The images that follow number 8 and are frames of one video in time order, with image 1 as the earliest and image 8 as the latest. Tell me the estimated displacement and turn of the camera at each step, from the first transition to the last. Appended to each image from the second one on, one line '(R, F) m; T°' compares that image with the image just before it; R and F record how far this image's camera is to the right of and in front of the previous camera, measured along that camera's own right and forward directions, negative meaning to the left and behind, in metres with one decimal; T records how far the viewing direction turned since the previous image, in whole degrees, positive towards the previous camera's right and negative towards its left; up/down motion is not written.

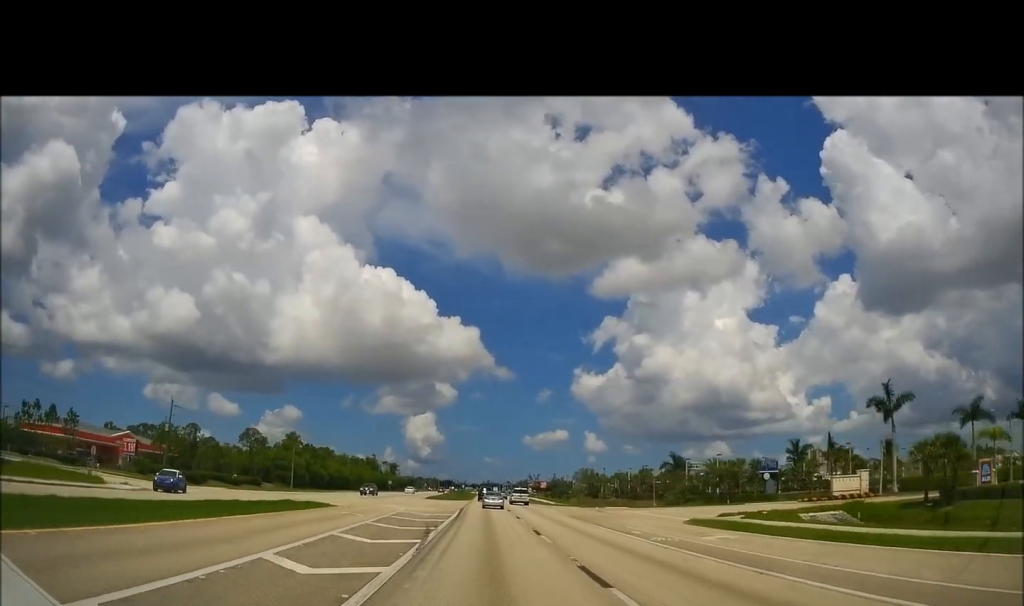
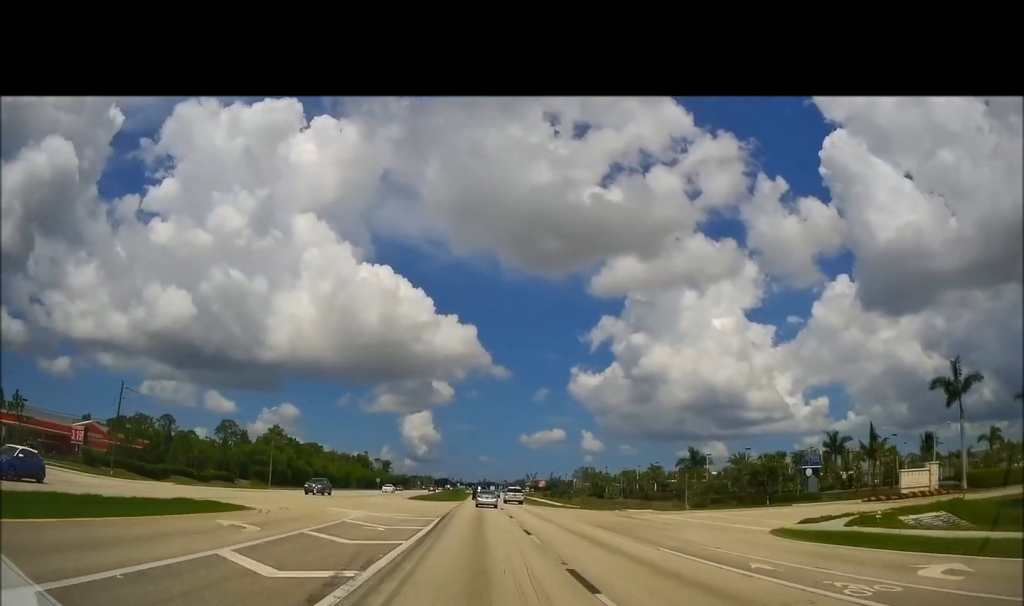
(+0.1, +12.8) m; +1°
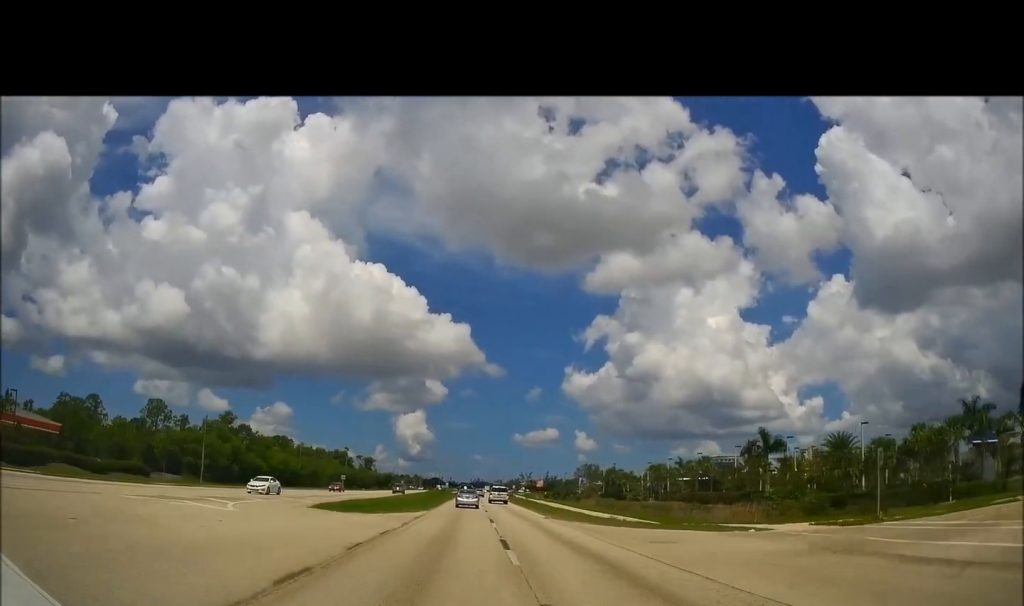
(+0.5, +30.5) m; +1°
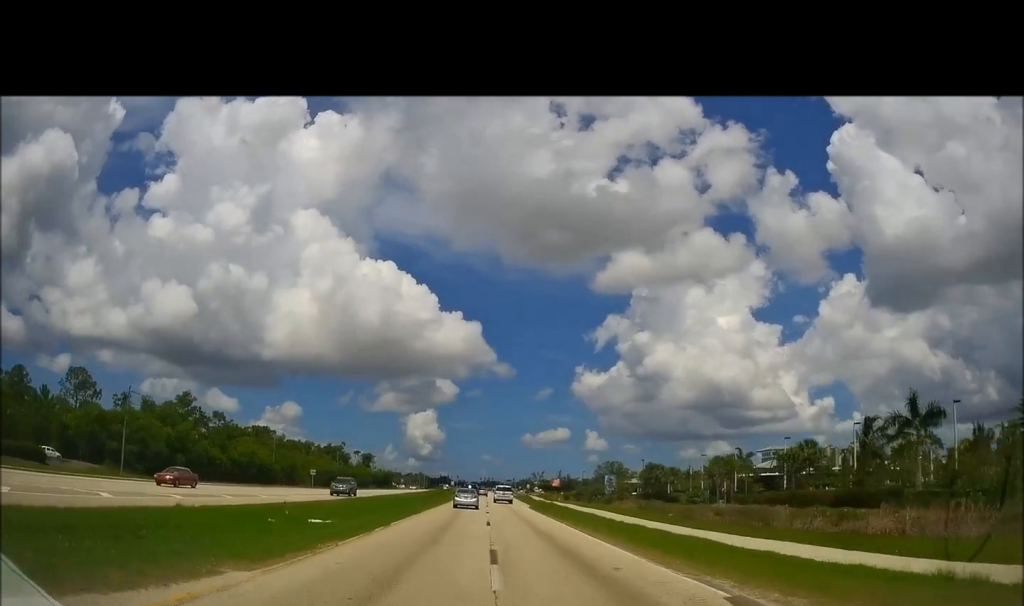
(0.0, +27.8) m; +1°
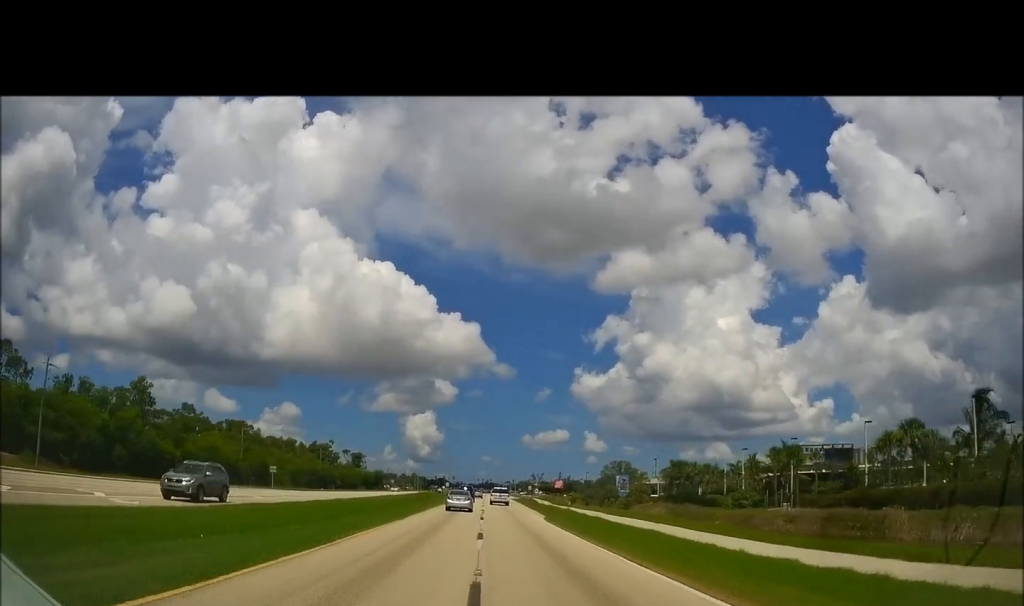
(+0.1, +17.6) m; +1°
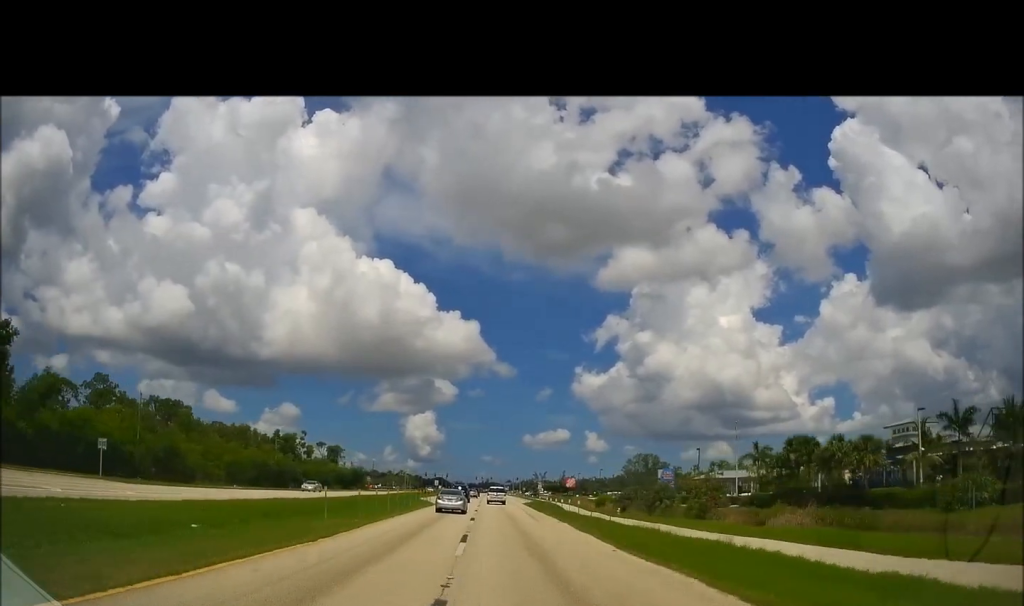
(-0.1, +38.7) m; -1°
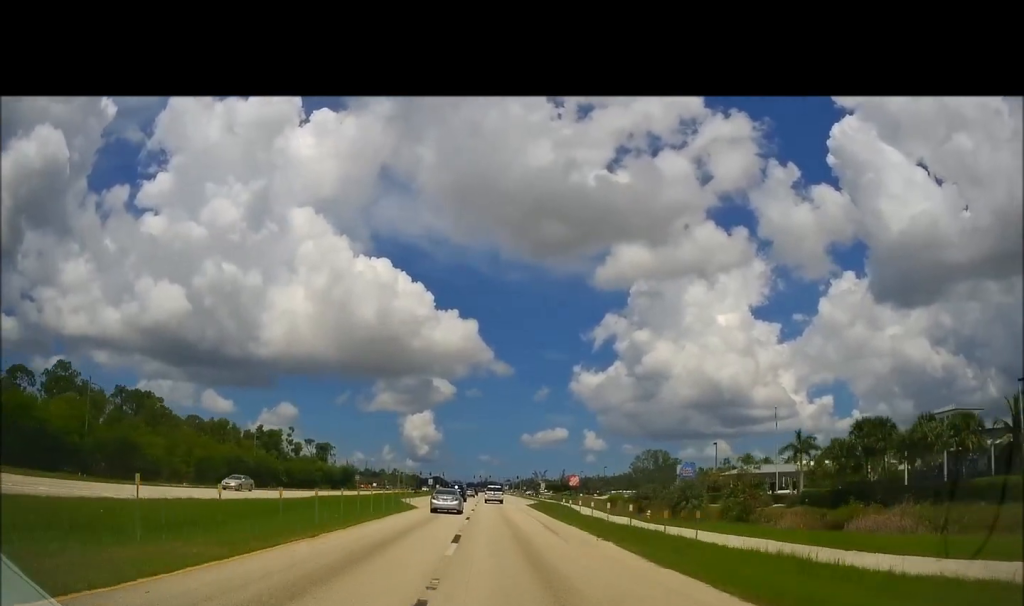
(-0.1, +12.6) m; -1°
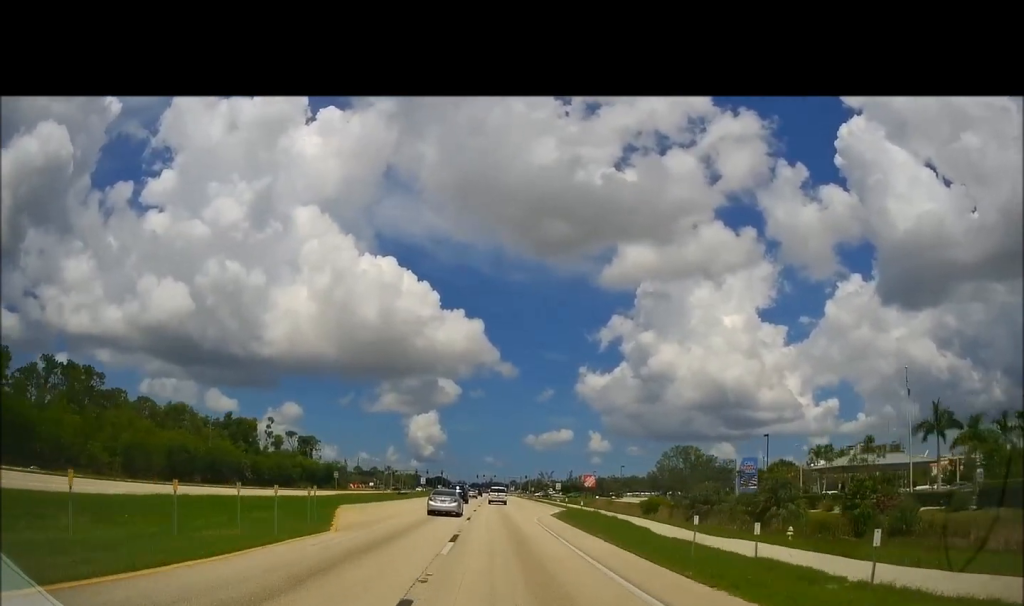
(-0.1, +24.2) m; -1°
